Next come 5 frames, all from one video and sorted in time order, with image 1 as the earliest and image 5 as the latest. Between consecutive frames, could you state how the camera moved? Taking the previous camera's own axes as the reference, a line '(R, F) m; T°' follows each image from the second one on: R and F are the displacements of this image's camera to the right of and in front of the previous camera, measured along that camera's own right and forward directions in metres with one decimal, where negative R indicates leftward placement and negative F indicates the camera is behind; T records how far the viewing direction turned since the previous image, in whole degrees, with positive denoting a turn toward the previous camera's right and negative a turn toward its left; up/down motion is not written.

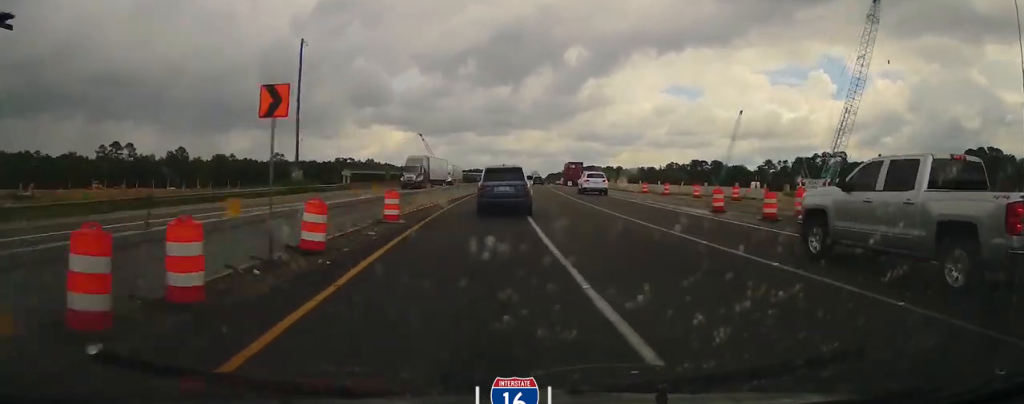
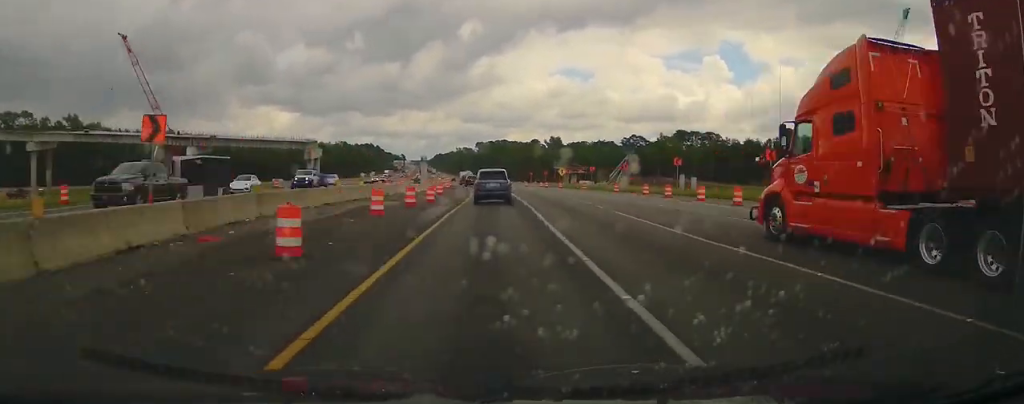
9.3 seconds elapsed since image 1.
(+15.6, +225.6) m; +6°
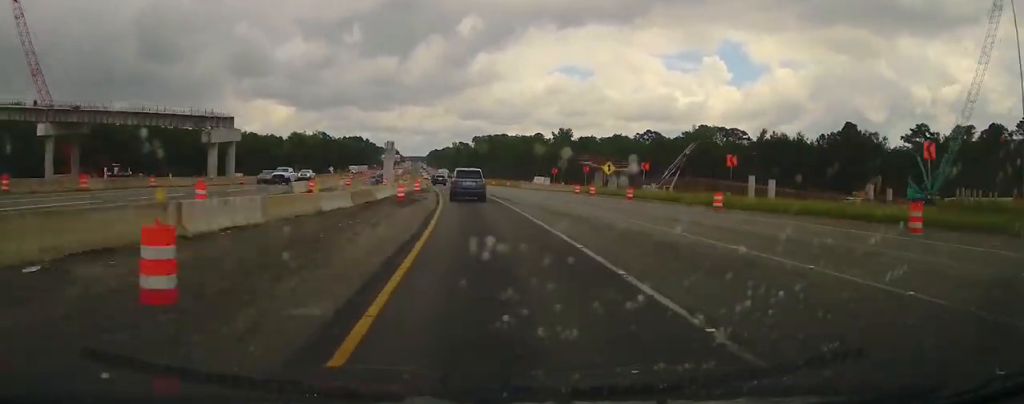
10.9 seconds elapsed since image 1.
(+0.9, +41.3) m; 0°
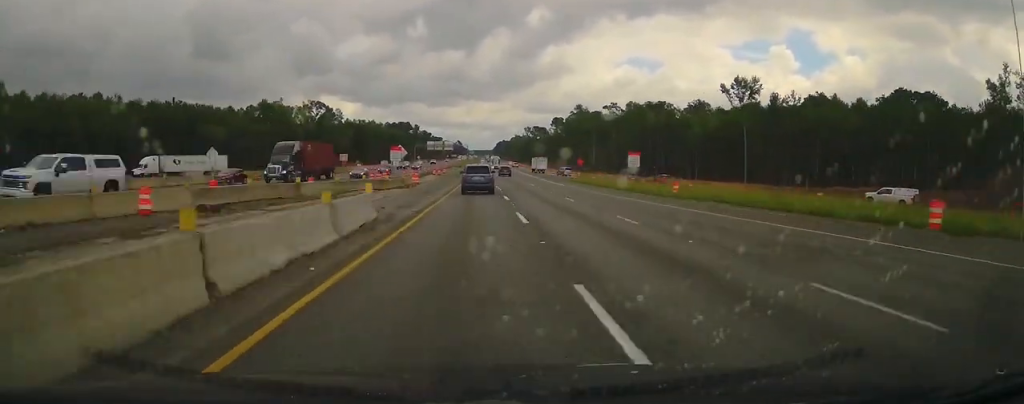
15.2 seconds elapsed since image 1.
(-5.1, +151.8) m; -3°
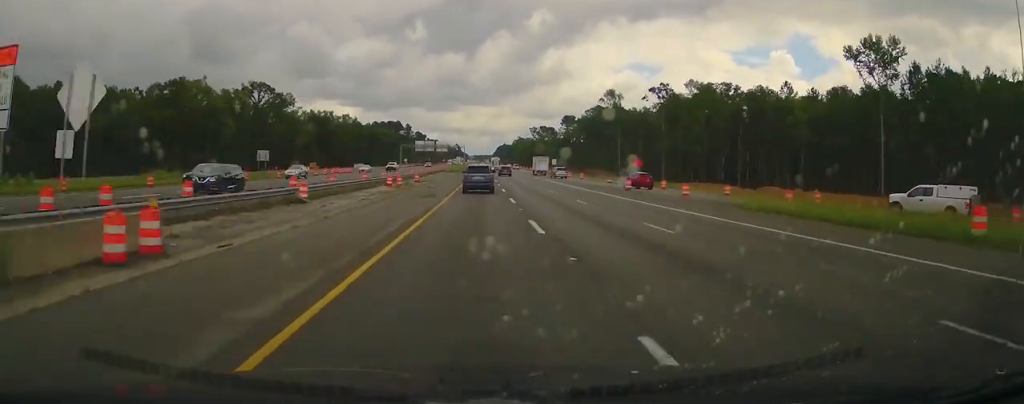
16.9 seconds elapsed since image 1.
(-1.1, +54.9) m; 0°
